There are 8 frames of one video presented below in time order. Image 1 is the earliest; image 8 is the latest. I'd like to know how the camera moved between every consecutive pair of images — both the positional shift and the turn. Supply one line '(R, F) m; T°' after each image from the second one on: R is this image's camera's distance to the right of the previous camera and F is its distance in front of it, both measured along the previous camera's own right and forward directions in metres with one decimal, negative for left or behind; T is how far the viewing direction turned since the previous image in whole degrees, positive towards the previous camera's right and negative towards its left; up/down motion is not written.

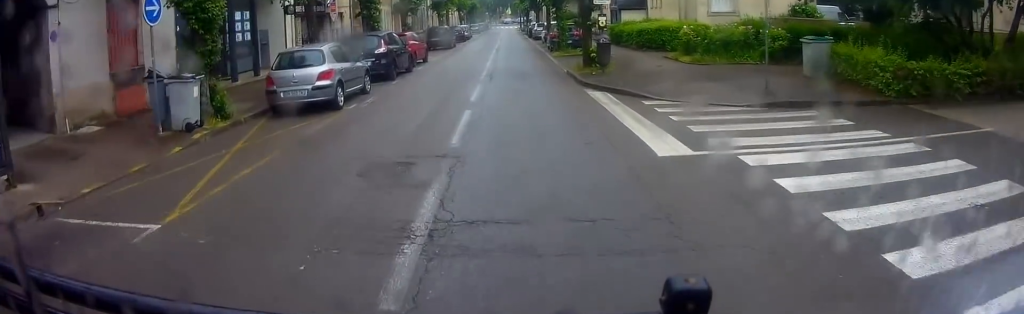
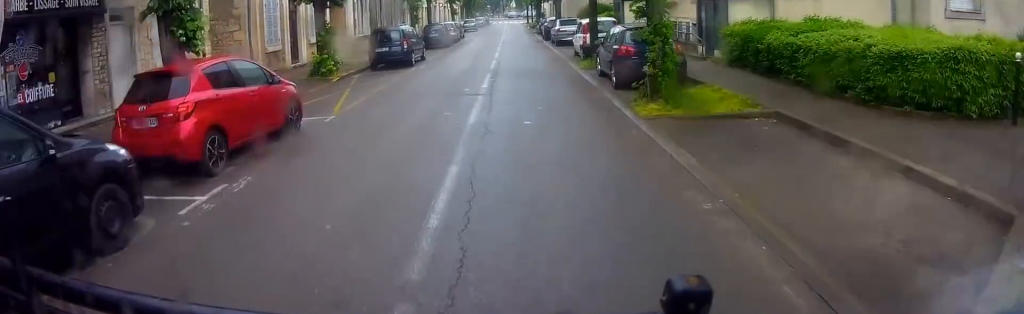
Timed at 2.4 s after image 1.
(0.0, +17.0) m; +3°
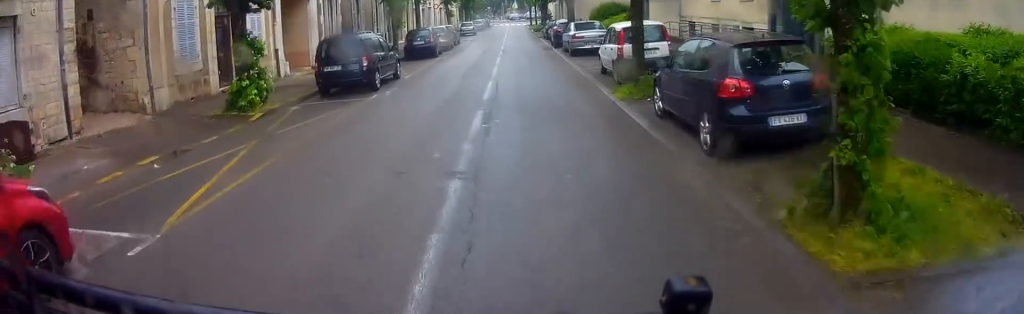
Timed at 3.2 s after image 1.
(-0.3, +6.1) m; -3°
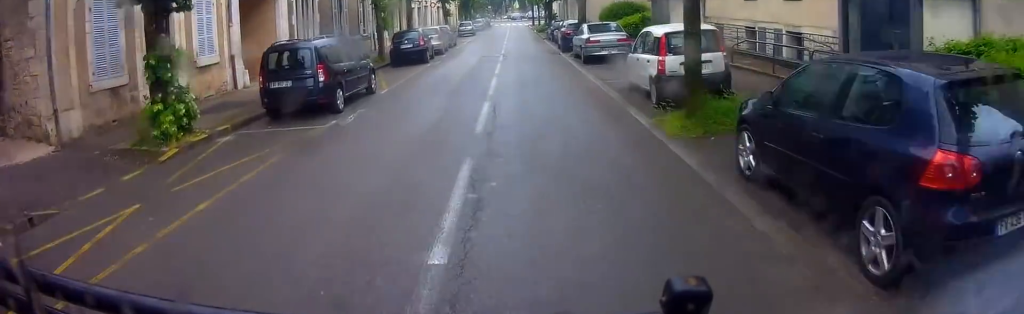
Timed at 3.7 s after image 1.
(0.0, +3.6) m; 0°
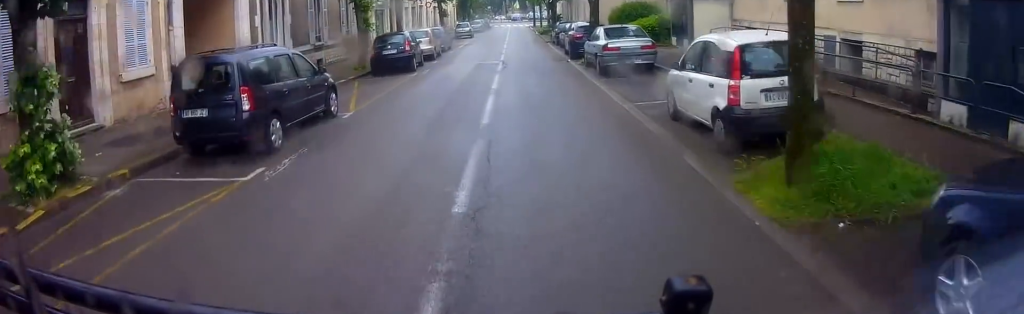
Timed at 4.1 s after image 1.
(0.0, +3.3) m; 0°
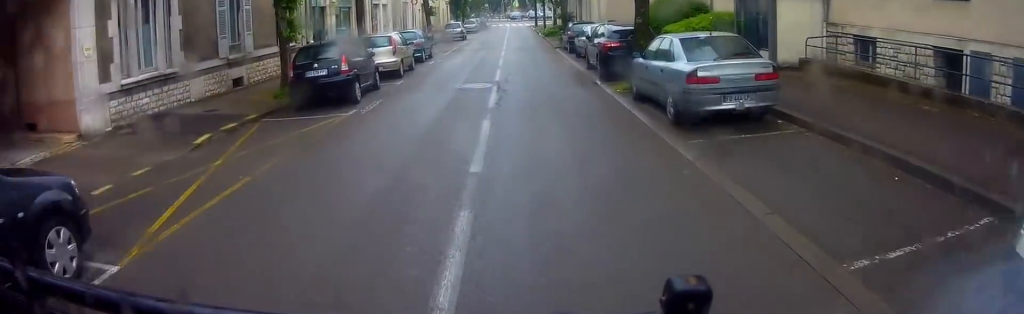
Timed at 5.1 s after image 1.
(0.0, +8.1) m; +3°
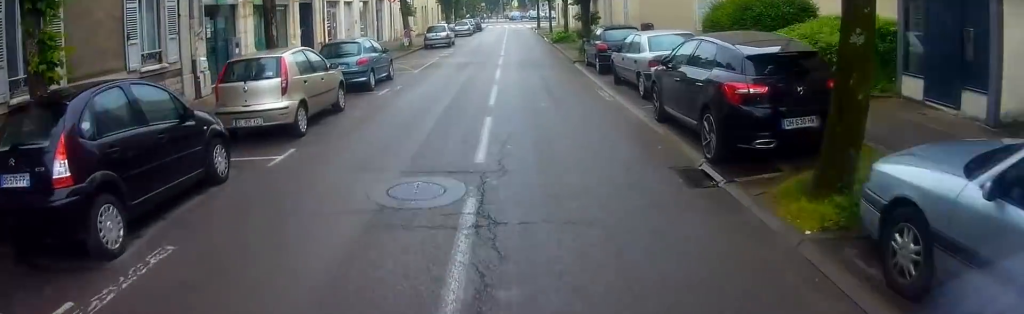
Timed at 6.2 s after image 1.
(+0.5, +9.3) m; +4°
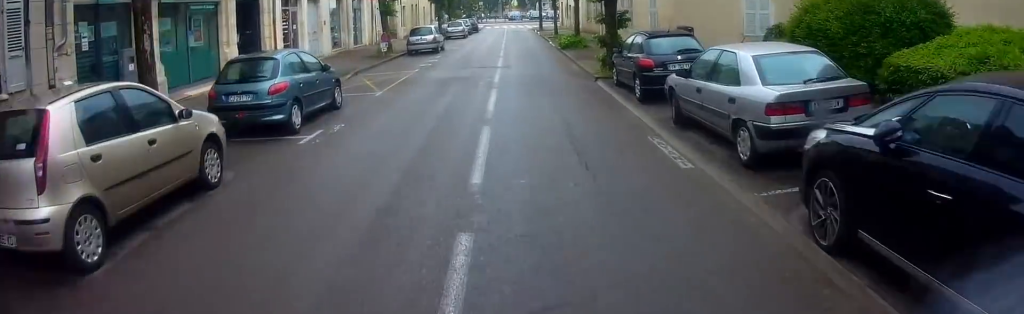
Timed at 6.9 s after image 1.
(0.0, +5.7) m; 0°
